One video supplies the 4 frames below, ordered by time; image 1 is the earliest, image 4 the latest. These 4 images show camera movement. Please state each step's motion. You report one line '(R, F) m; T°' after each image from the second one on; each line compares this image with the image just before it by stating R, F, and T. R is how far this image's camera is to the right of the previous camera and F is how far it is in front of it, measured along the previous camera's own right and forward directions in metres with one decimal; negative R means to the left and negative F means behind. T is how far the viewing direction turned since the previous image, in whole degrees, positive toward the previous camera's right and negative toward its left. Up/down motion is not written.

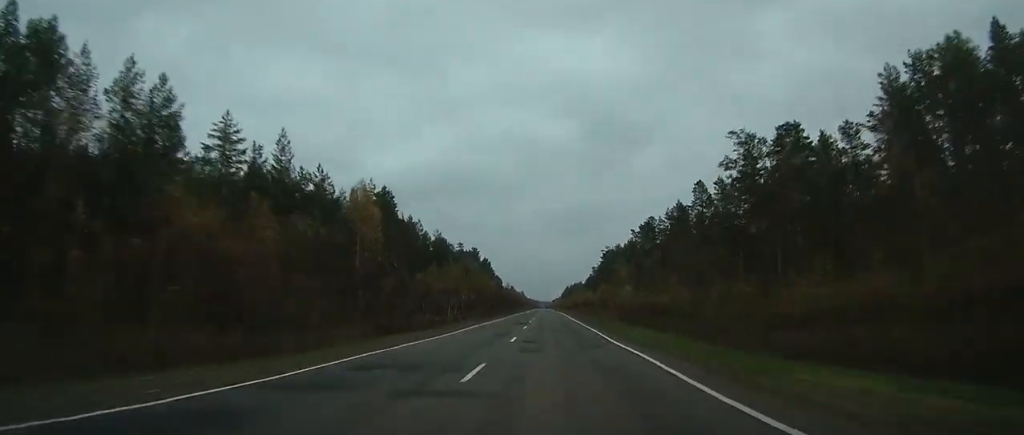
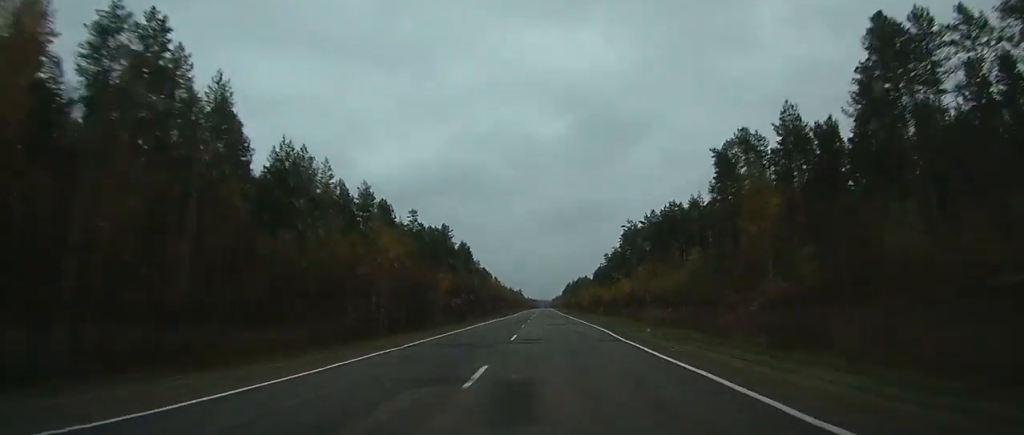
(+0.1, +61.0) m; 0°
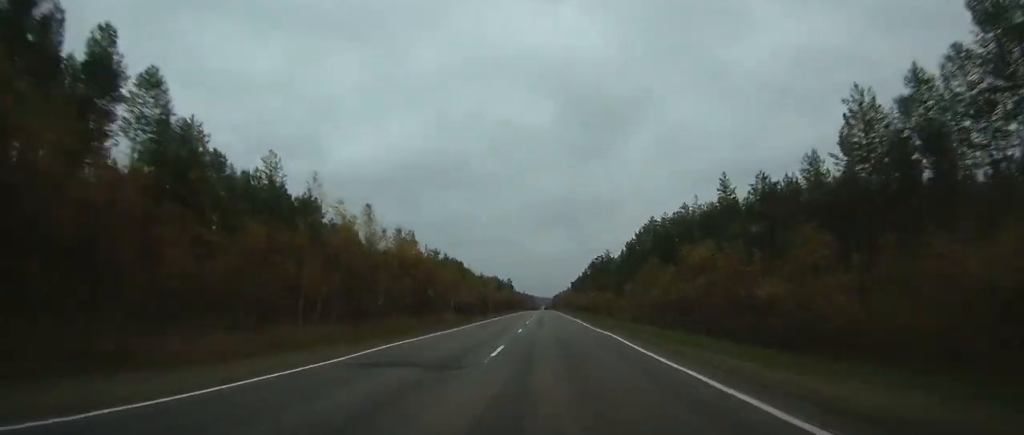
(-0.4, +240.5) m; 0°
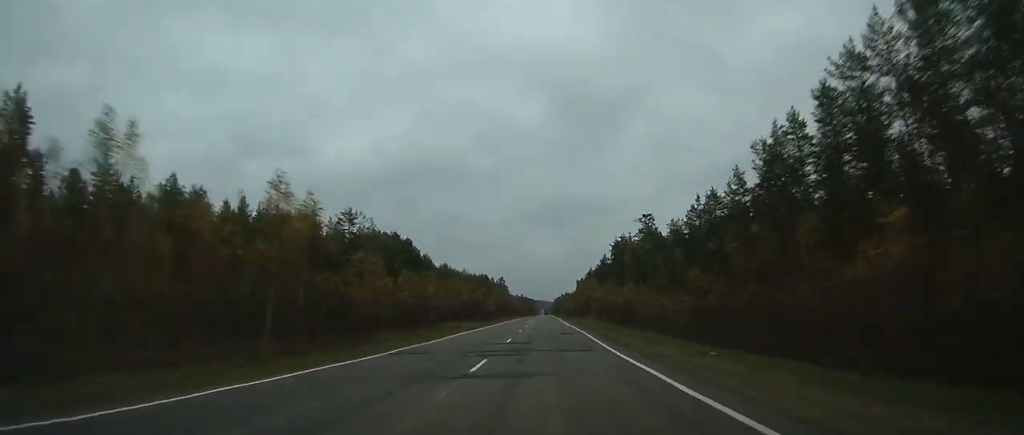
(0.0, +84.3) m; 0°
